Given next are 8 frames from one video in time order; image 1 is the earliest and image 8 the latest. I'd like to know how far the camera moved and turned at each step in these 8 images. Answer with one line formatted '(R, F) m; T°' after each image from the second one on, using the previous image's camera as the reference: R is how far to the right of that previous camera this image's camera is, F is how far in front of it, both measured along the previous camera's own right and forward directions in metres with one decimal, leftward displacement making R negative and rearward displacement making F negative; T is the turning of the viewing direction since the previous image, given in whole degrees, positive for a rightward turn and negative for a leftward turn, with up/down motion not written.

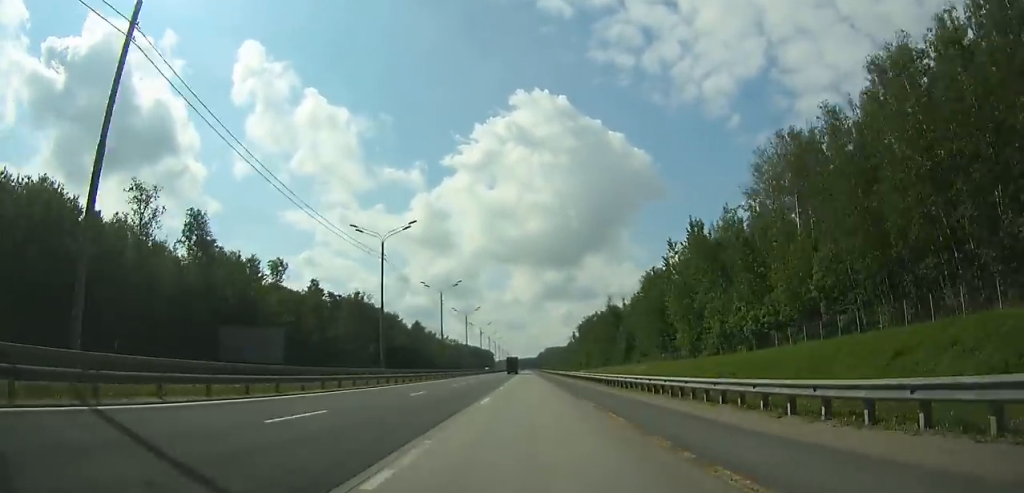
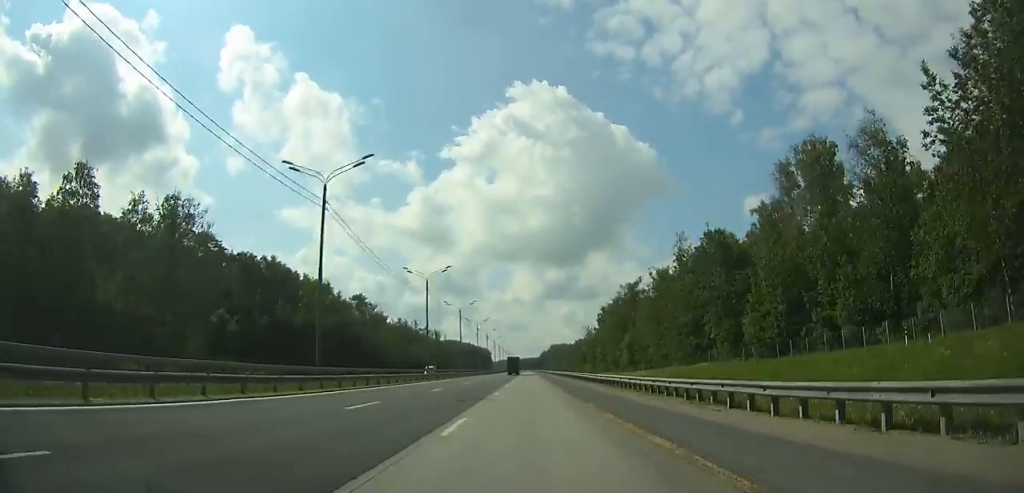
(-0.1, +87.8) m; 0°
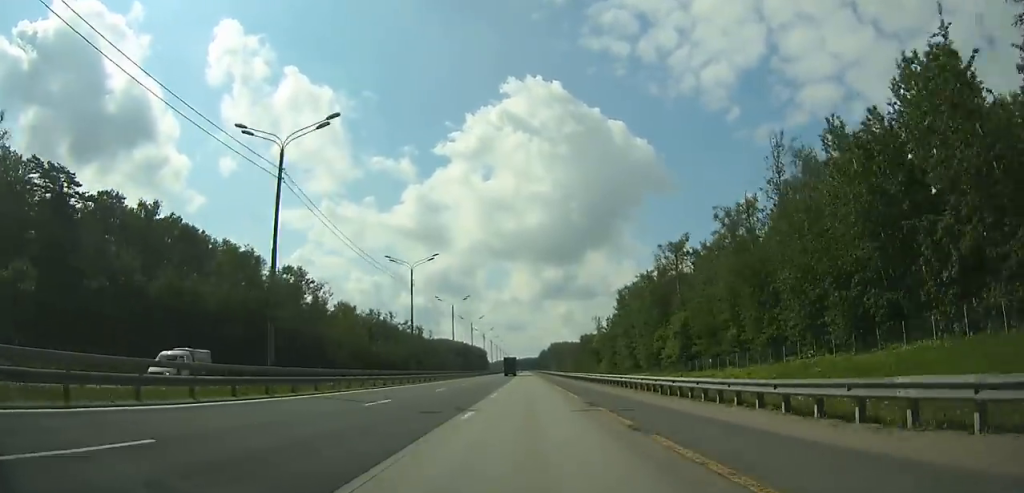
(0.0, +45.8) m; 0°
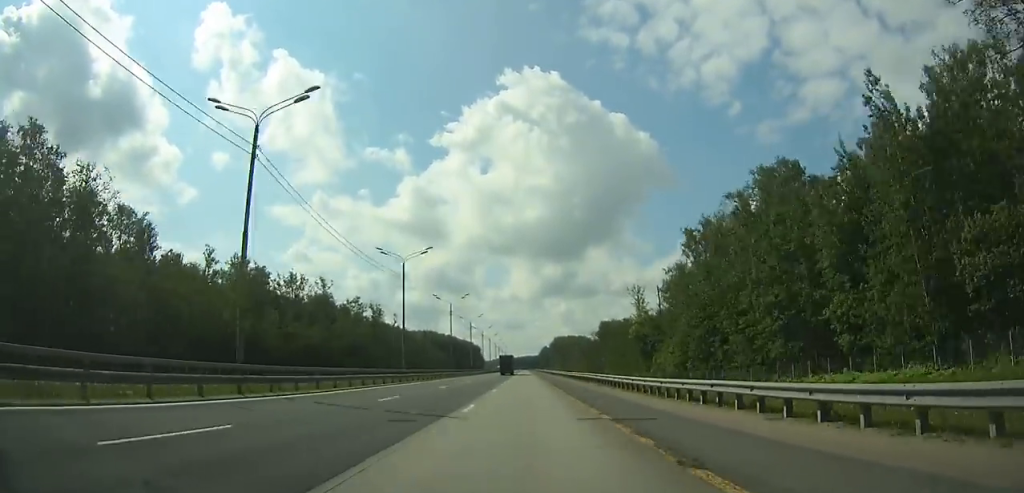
(+0.1, +79.7) m; 0°
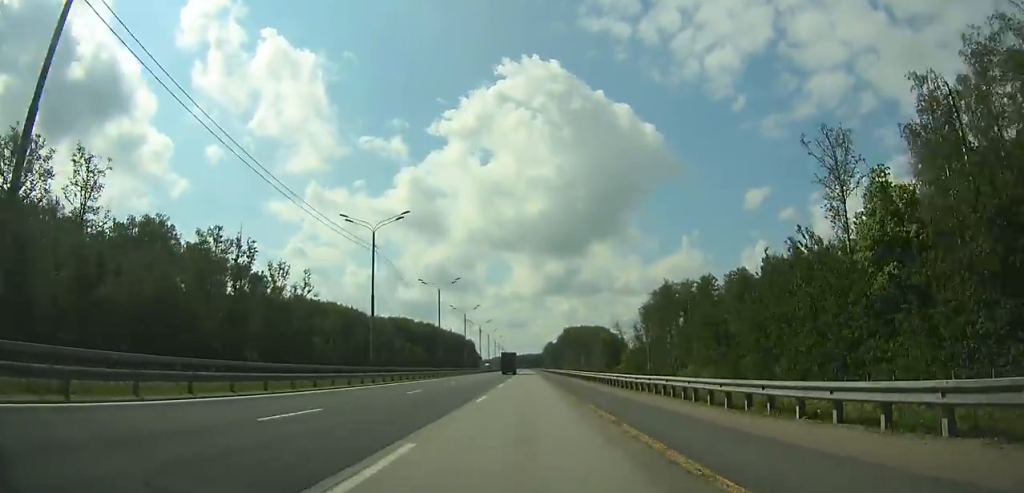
(+0.3, +93.8) m; 0°
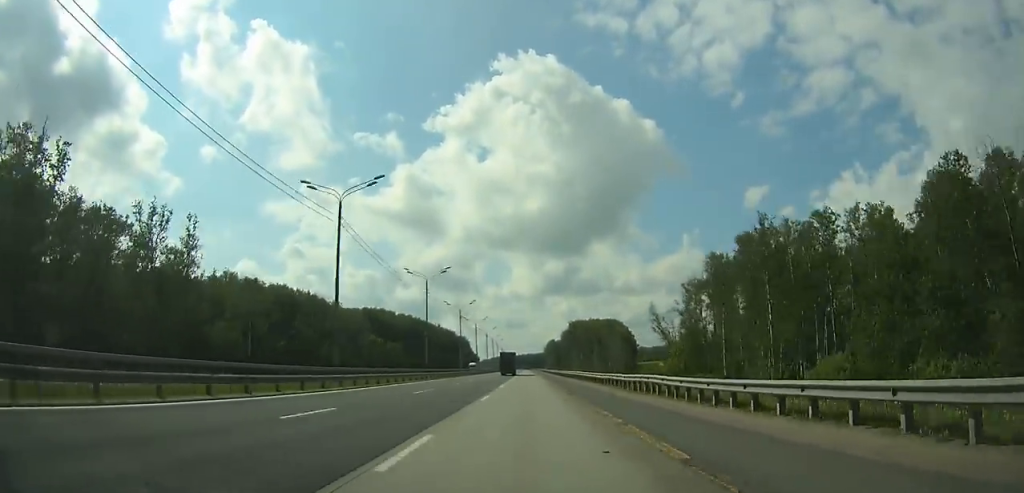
(+0.2, +48.1) m; 0°
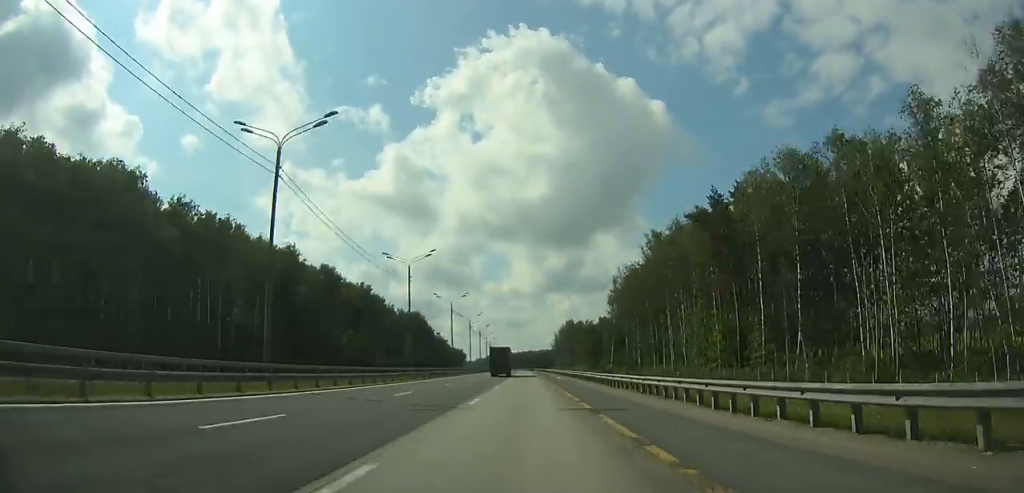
(-0.4, +196.7) m; 0°
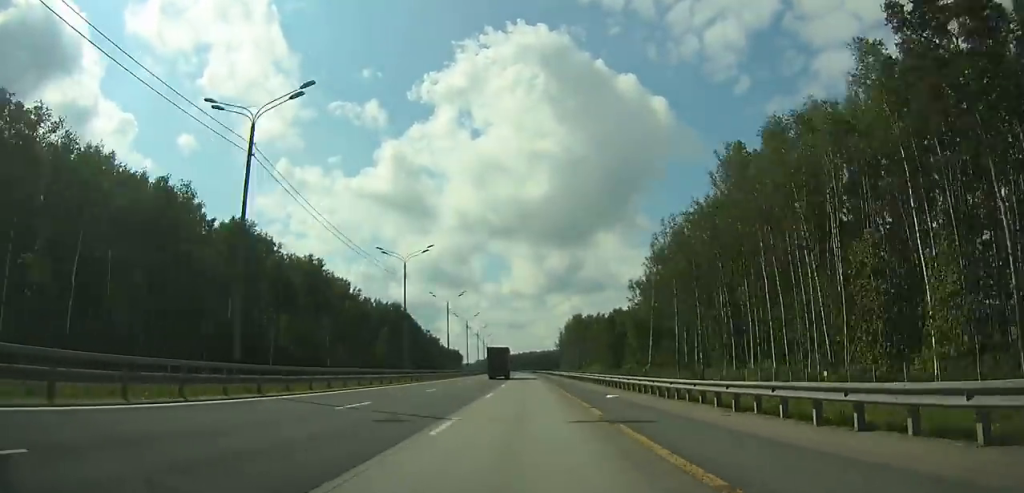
(-0.1, +39.9) m; 0°
